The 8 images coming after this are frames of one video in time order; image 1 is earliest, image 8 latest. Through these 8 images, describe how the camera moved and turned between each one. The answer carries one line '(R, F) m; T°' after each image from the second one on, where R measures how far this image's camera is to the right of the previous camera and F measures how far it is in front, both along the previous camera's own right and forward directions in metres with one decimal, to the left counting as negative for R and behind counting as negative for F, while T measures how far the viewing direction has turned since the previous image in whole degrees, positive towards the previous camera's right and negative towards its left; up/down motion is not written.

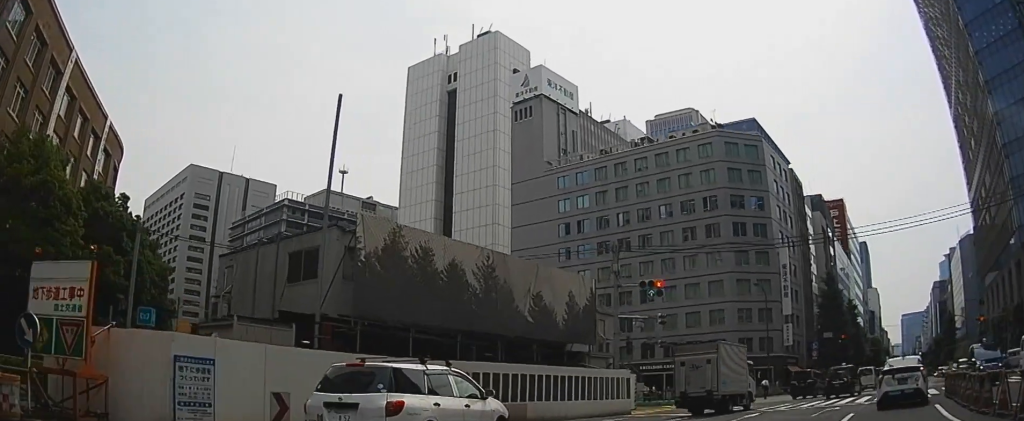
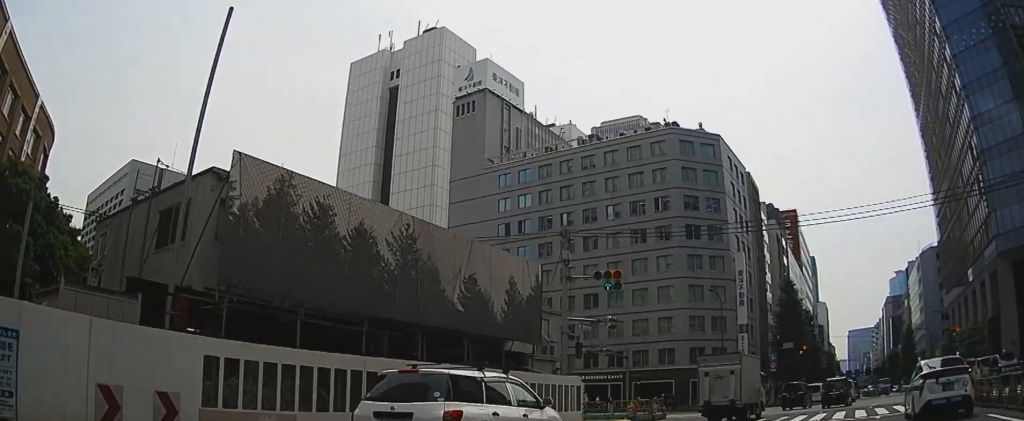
(+0.4, +4.2) m; +7°
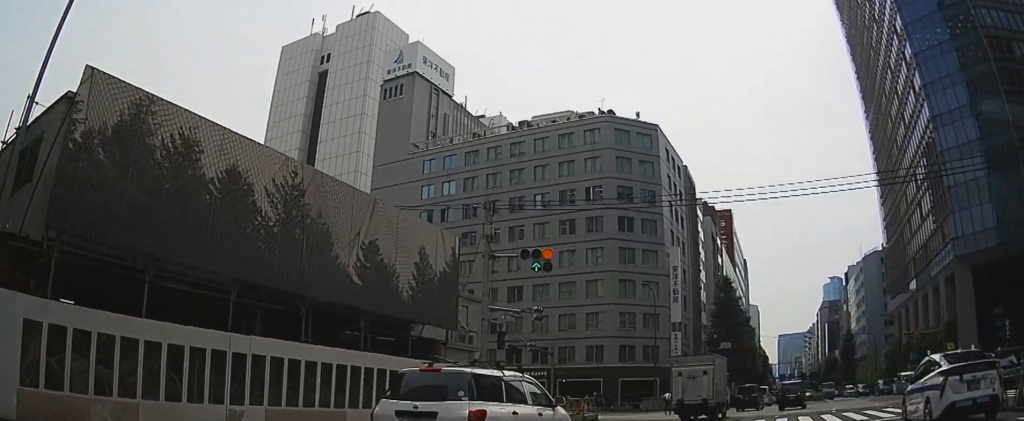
(+0.2, +2.8) m; +4°
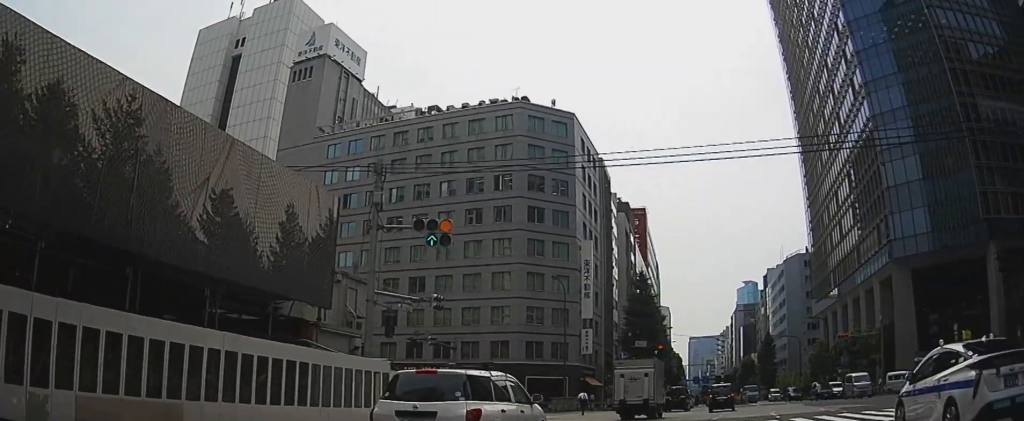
(+0.1, +3.4) m; +4°
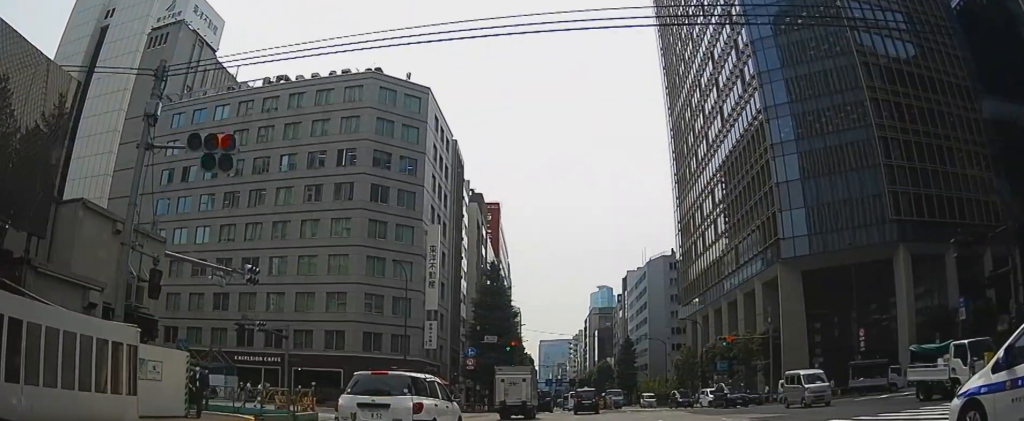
(+0.4, +6.0) m; +13°
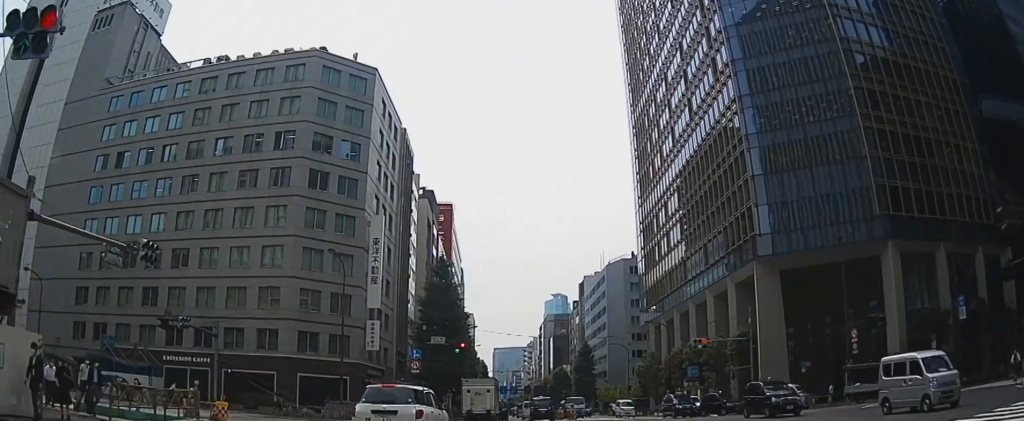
(+0.8, +5.7) m; +8°
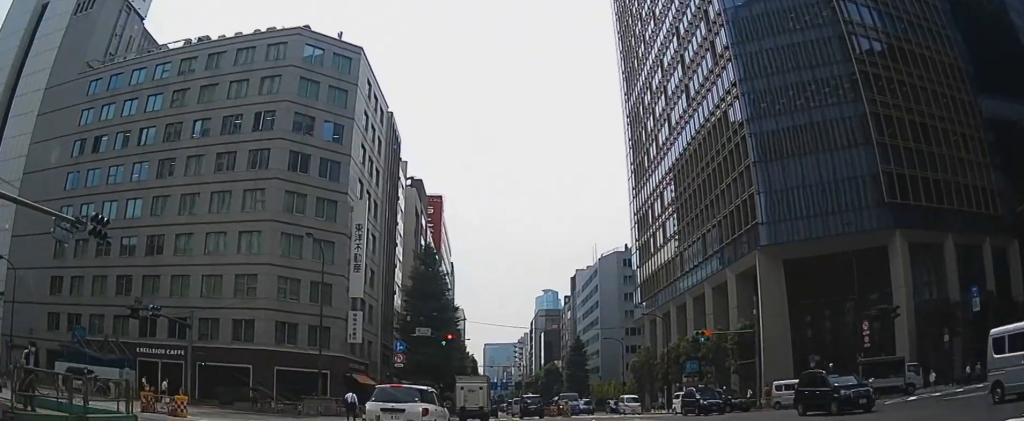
(+0.4, +3.1) m; +1°
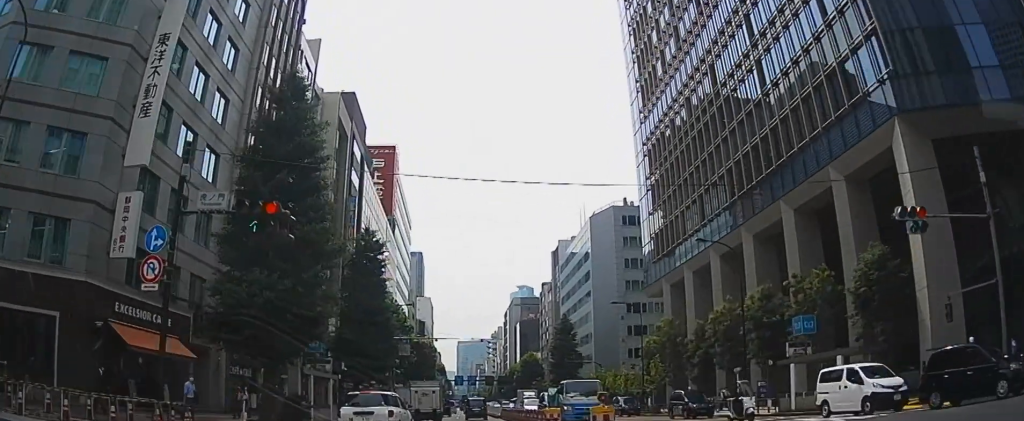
(-2.5, +27.4) m; -6°
